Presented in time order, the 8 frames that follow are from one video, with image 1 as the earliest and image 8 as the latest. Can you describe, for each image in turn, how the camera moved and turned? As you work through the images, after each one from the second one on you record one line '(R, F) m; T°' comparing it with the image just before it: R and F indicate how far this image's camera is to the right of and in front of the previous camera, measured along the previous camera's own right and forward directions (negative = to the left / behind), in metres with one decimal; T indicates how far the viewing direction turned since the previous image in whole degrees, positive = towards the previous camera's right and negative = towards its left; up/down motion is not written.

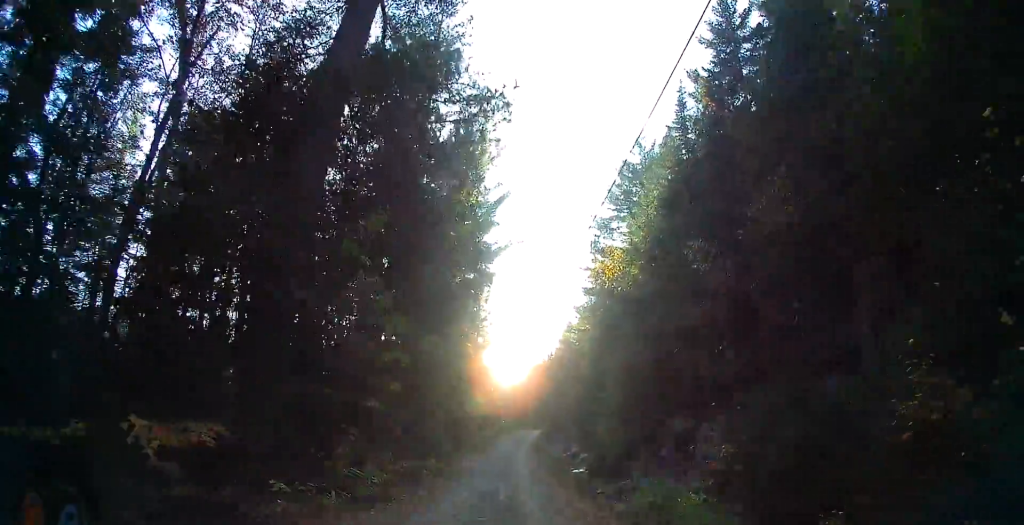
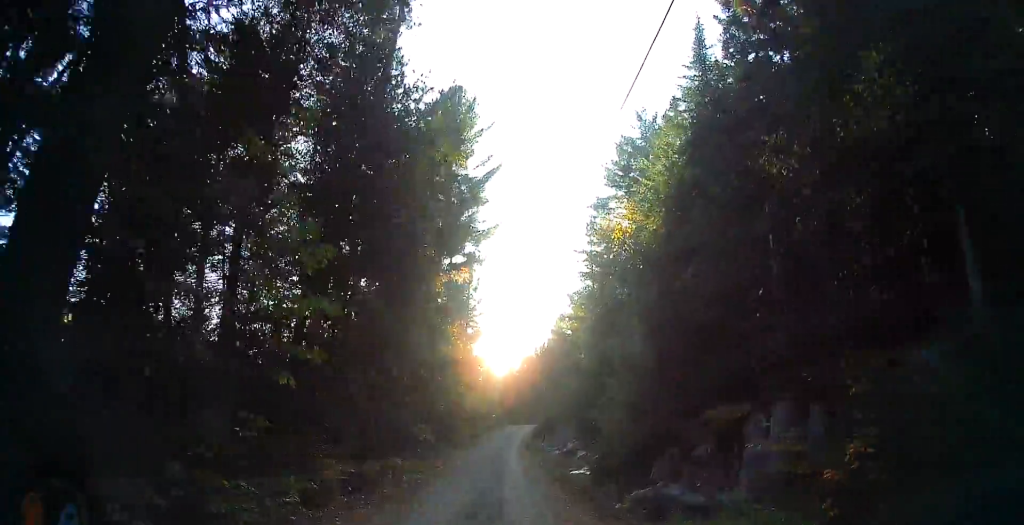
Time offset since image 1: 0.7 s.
(+0.3, +4.3) m; +1°
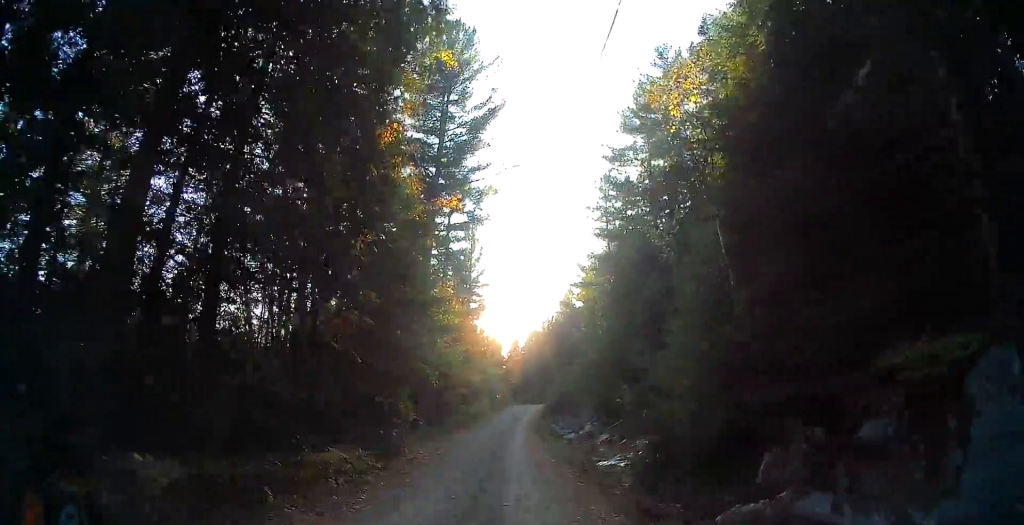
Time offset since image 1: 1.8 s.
(-0.4, +7.0) m; -6°
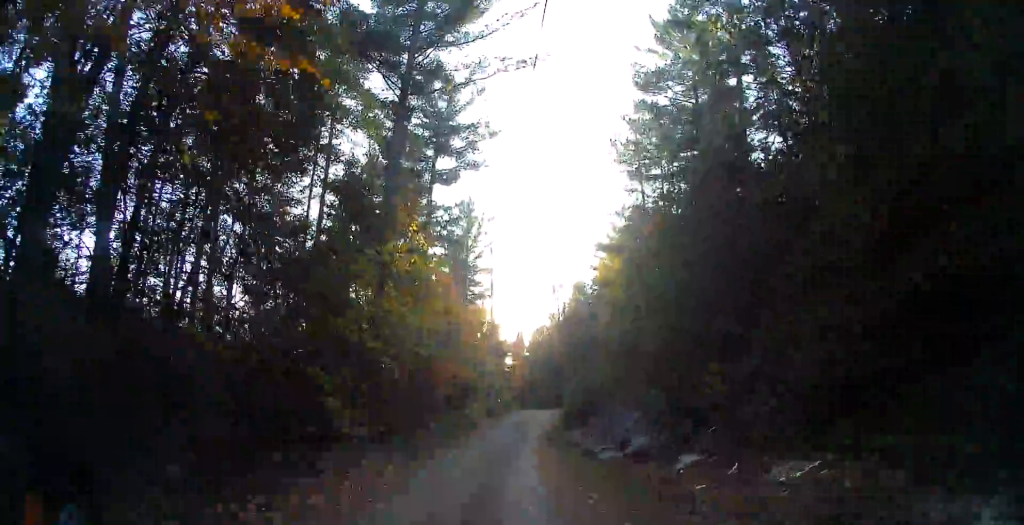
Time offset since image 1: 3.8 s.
(-0.1, +14.2) m; 0°
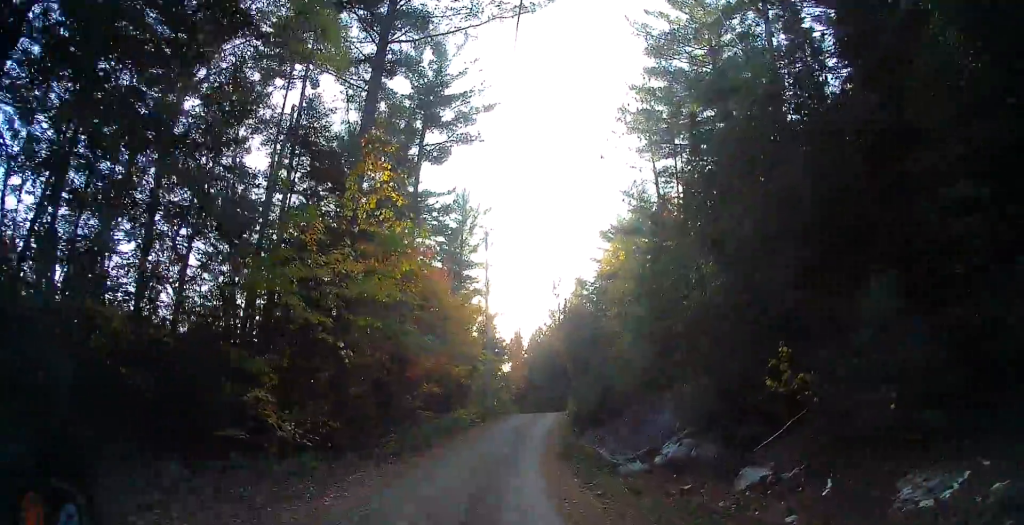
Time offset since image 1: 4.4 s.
(-0.2, +4.8) m; +1°
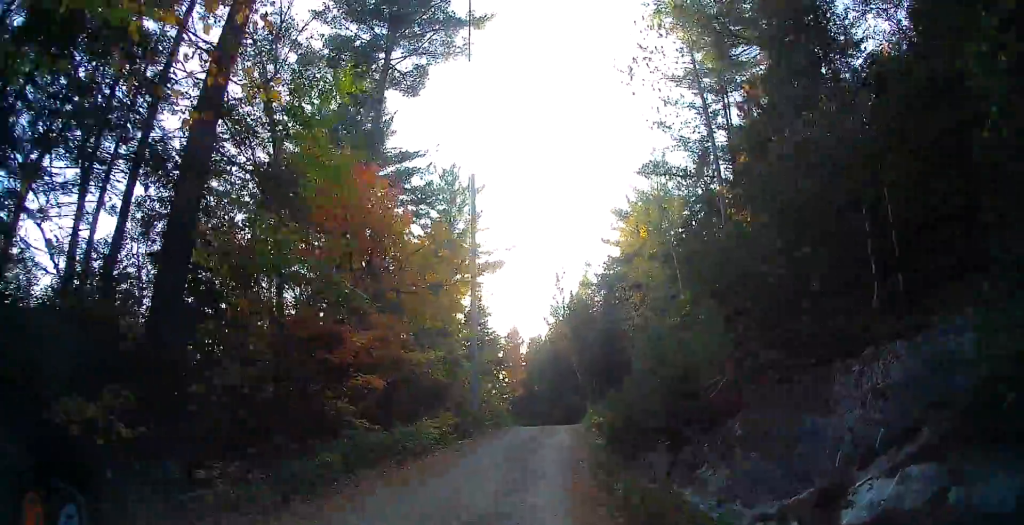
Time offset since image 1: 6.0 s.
(+0.5, +11.2) m; +3°
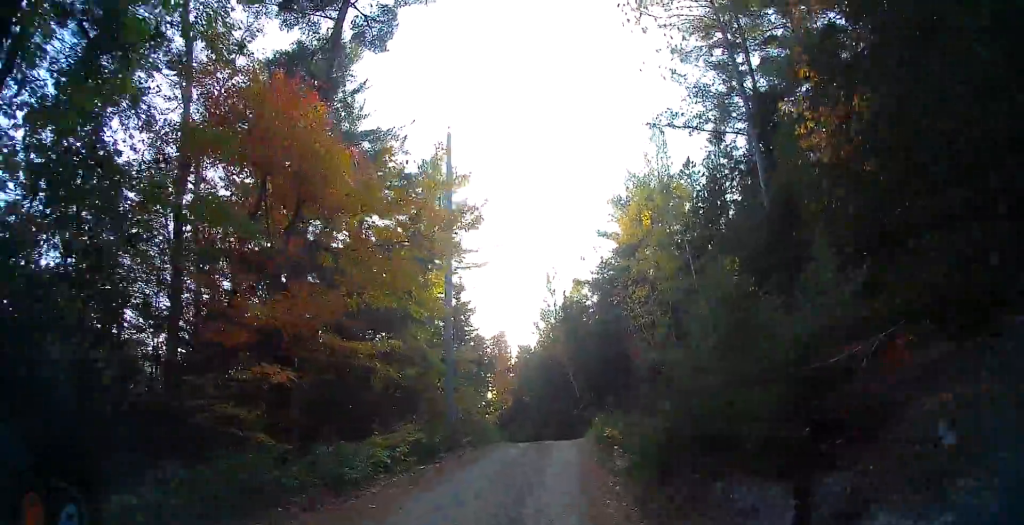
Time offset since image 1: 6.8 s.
(+0.1, +5.8) m; -3°
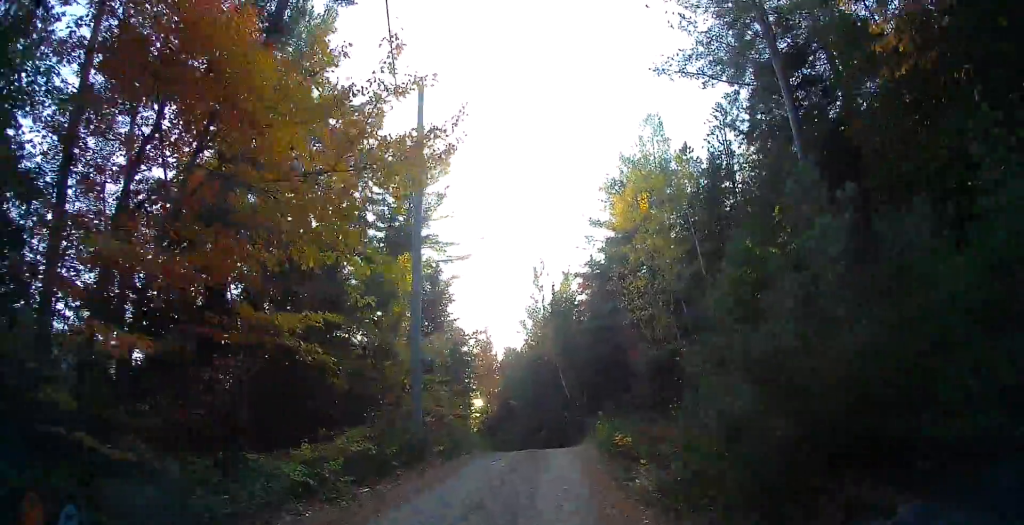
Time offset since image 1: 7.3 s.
(-0.3, +3.9) m; -1°
